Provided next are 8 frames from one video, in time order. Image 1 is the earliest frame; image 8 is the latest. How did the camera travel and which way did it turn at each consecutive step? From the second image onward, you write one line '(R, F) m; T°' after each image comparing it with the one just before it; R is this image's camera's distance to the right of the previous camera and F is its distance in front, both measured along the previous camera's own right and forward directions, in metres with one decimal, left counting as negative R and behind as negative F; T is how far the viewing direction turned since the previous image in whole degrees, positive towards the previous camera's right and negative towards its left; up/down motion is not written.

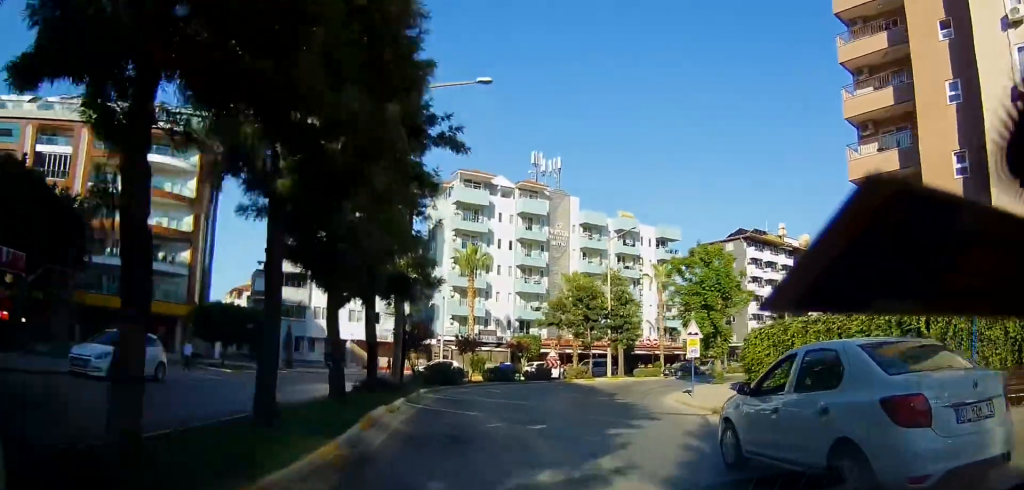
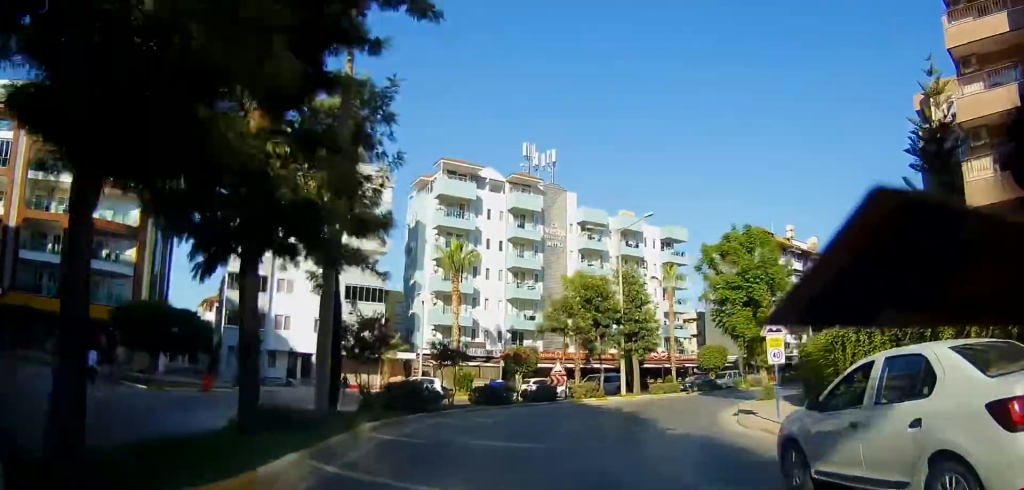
(-0.1, +7.6) m; 0°
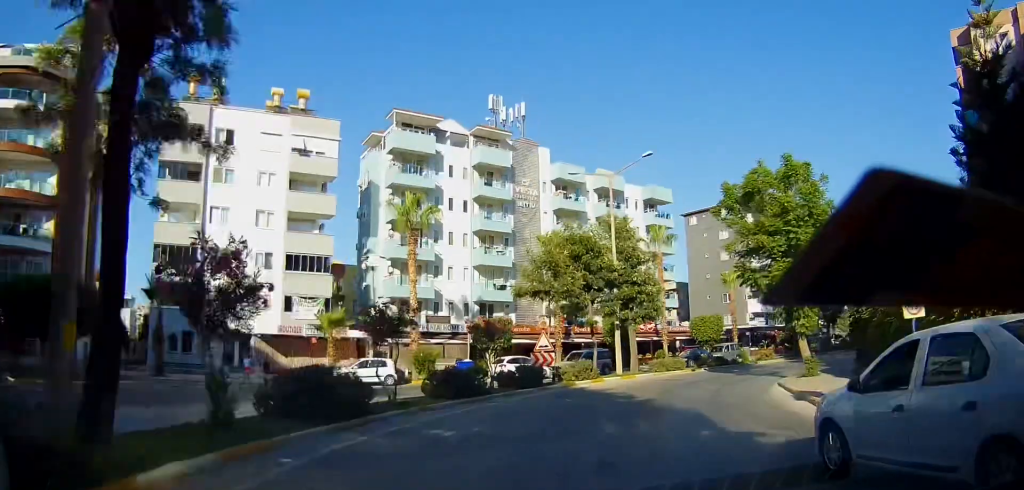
(+0.1, +6.8) m; +2°
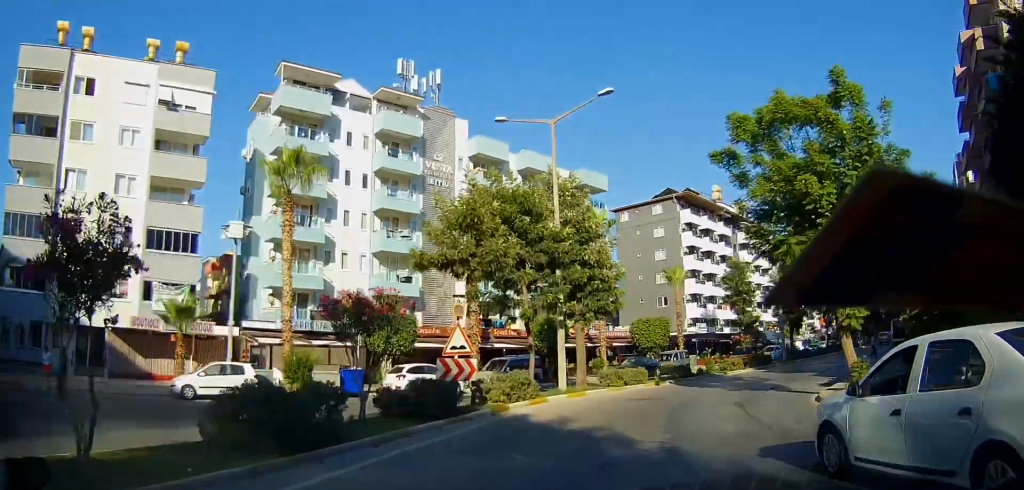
(+0.2, +8.3) m; +8°
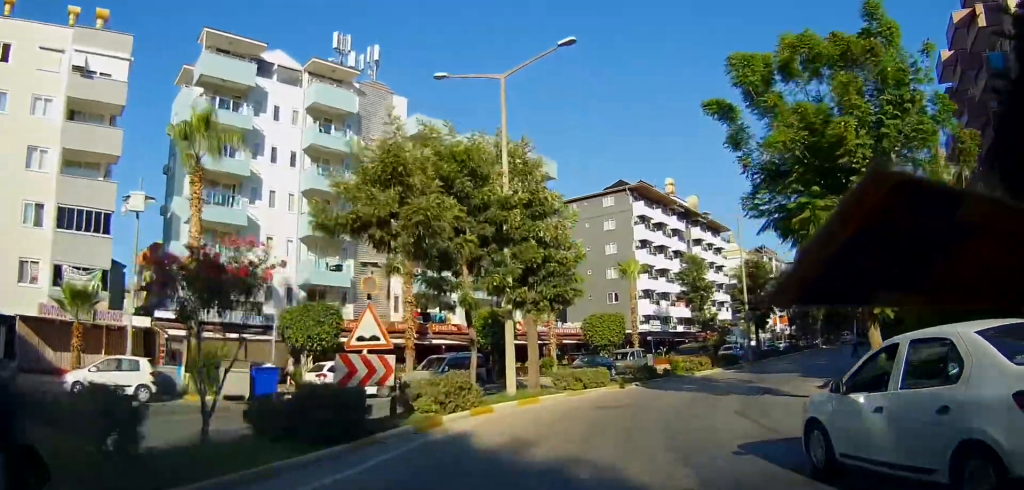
(-0.3, +3.8) m; +6°
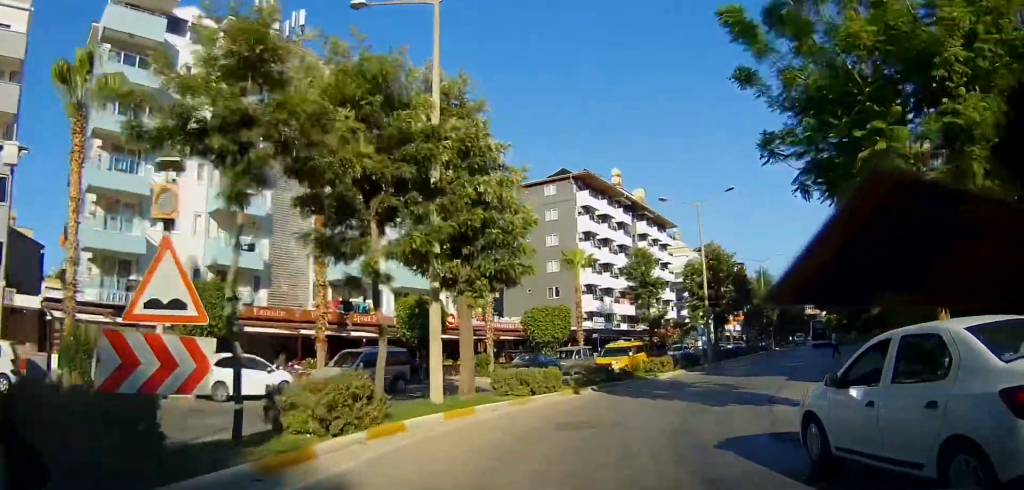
(+0.8, +4.1) m; +9°
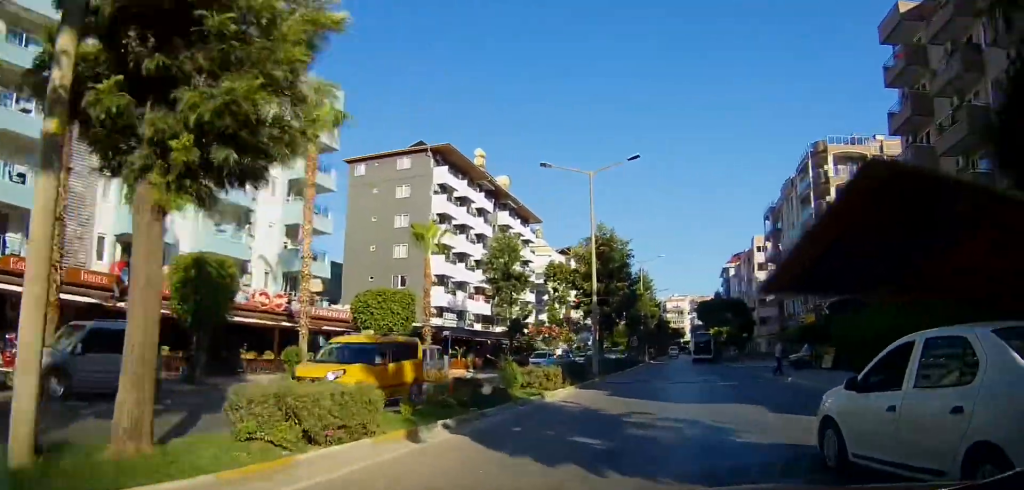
(+1.4, +8.1) m; +15°
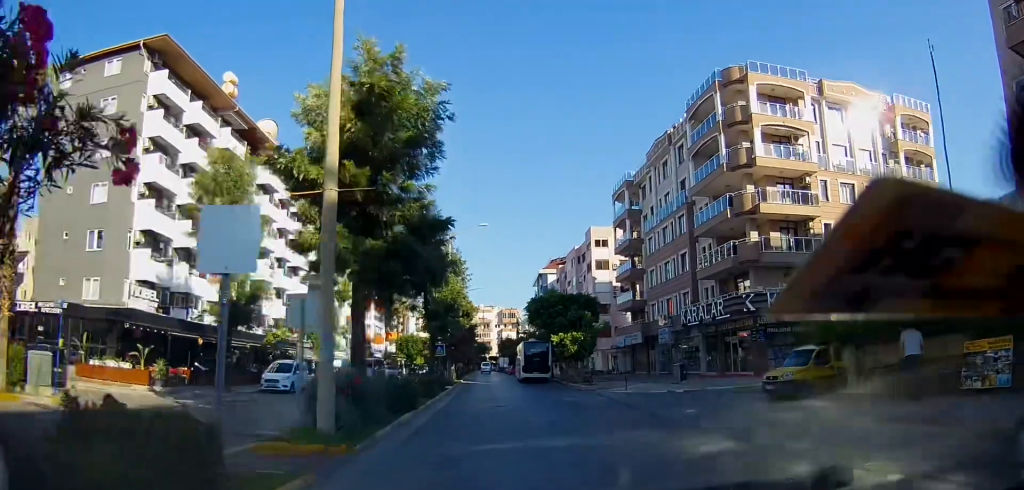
(+3.4, +18.2) m; +16°
